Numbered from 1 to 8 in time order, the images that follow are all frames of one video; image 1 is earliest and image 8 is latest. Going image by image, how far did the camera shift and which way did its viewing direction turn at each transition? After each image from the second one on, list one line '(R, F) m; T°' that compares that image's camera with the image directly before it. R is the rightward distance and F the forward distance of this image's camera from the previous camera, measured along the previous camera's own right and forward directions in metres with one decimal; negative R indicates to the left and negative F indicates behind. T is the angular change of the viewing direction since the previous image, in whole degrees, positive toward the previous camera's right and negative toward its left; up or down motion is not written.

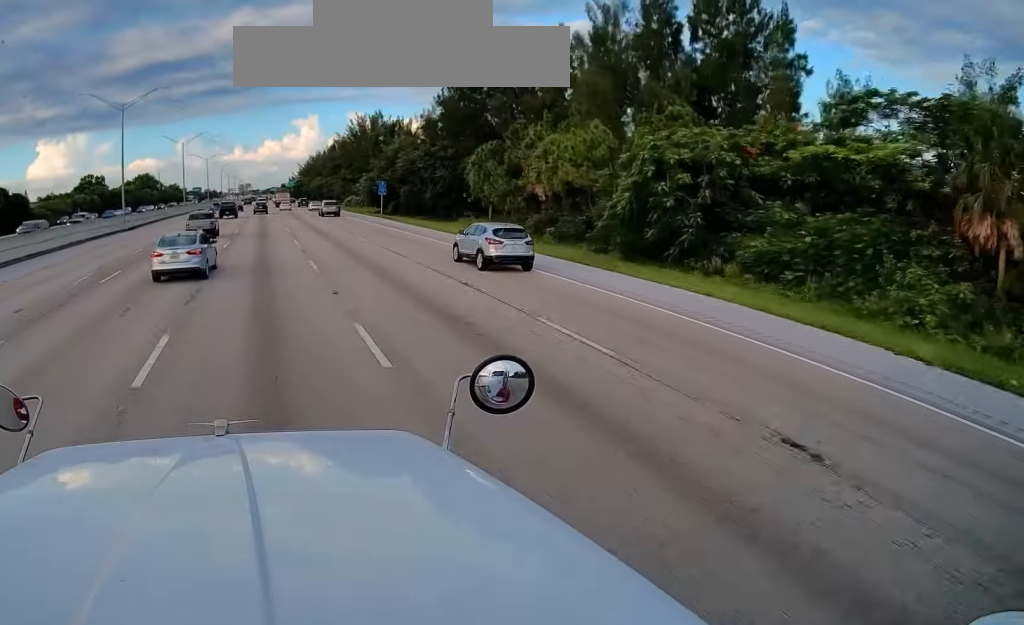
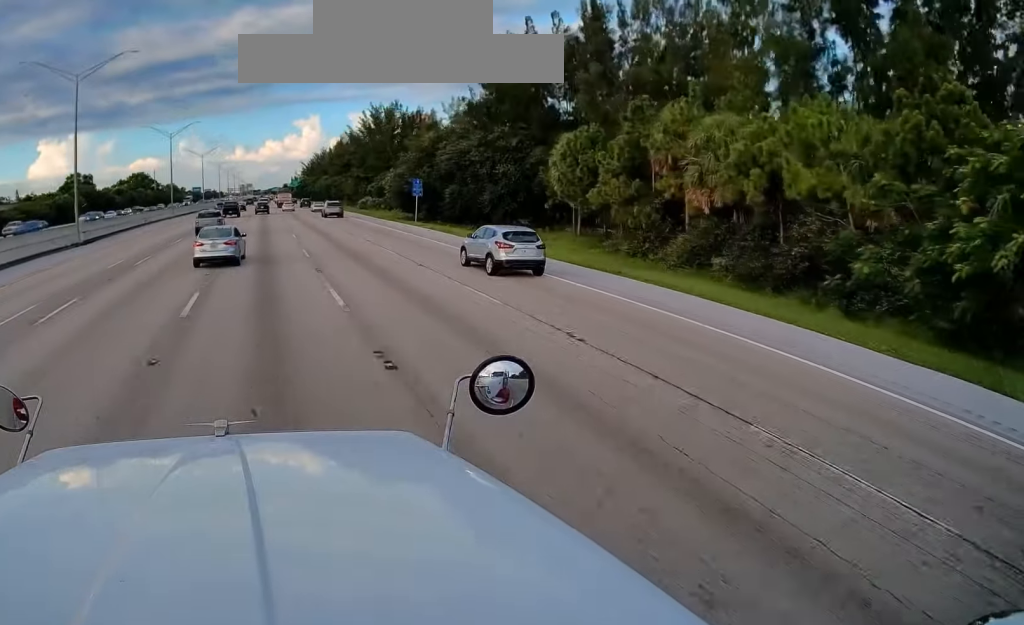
(-0.1, +18.9) m; 0°
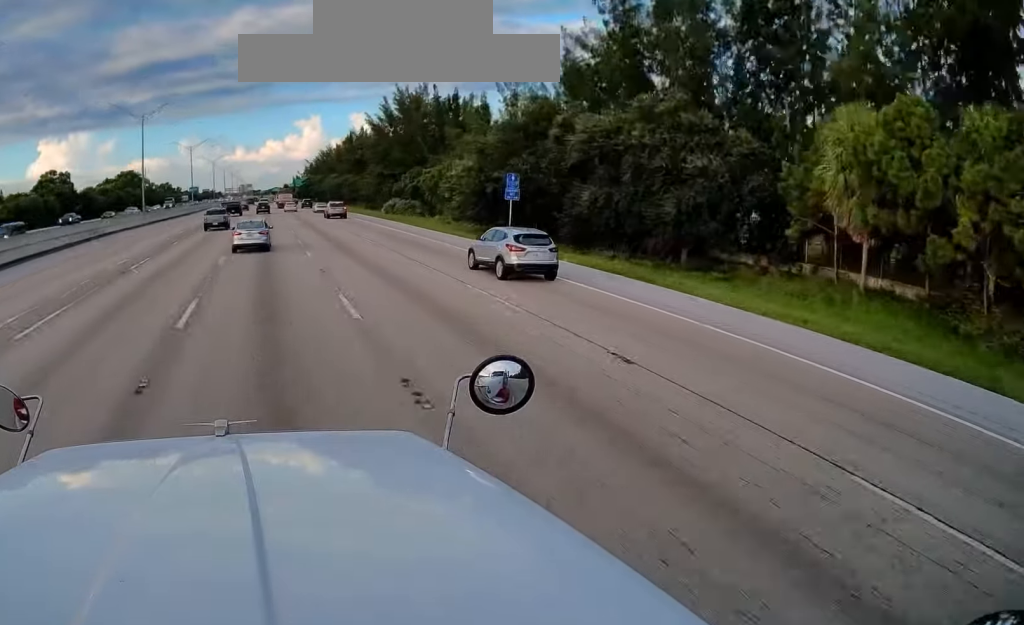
(+0.3, +26.1) m; +1°
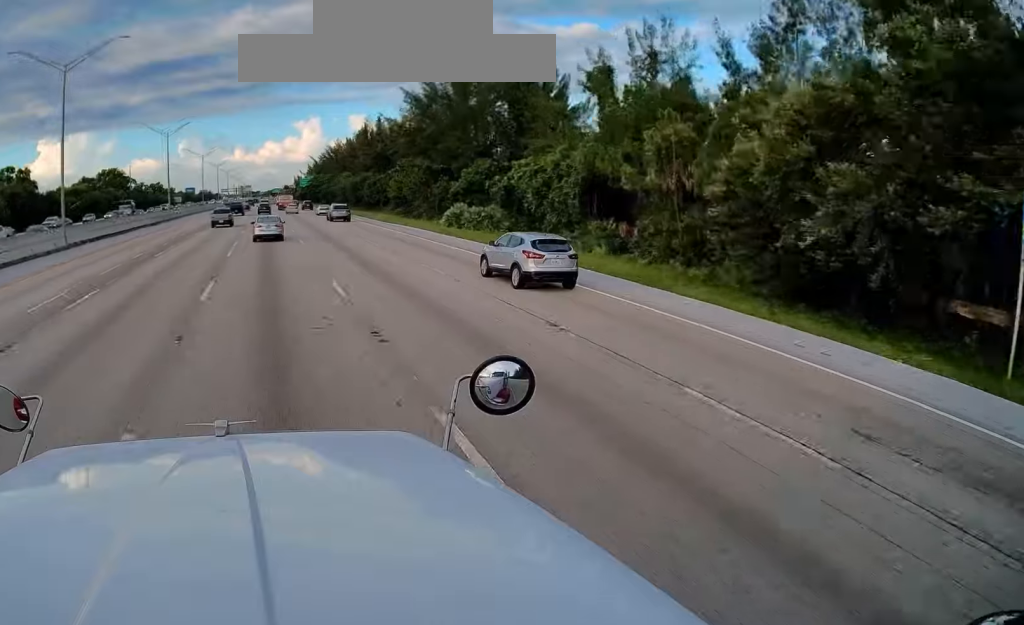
(-0.2, +33.4) m; -1°
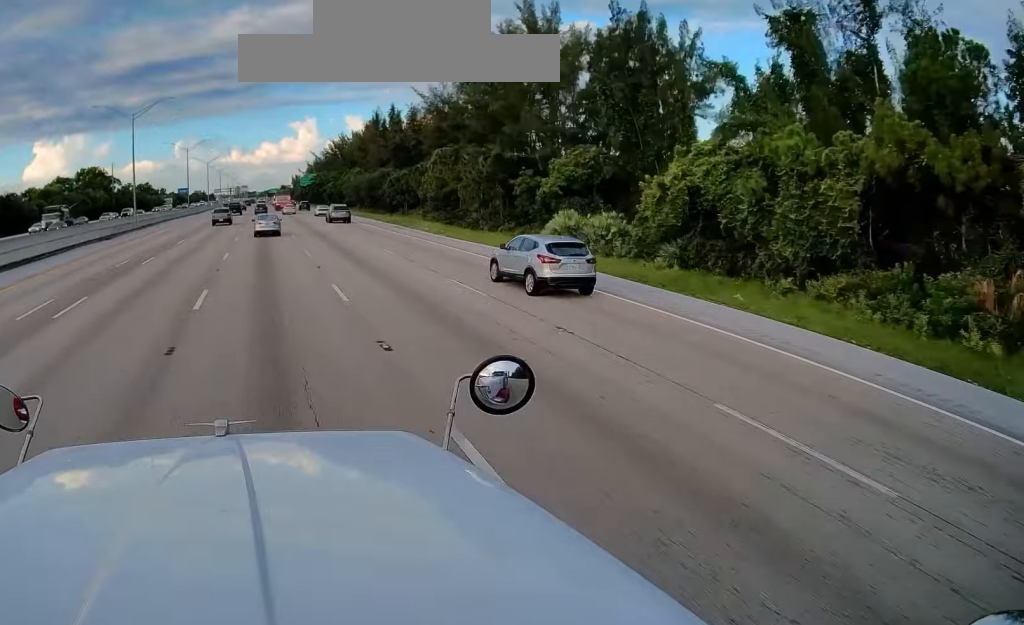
(-0.1, +25.3) m; 0°
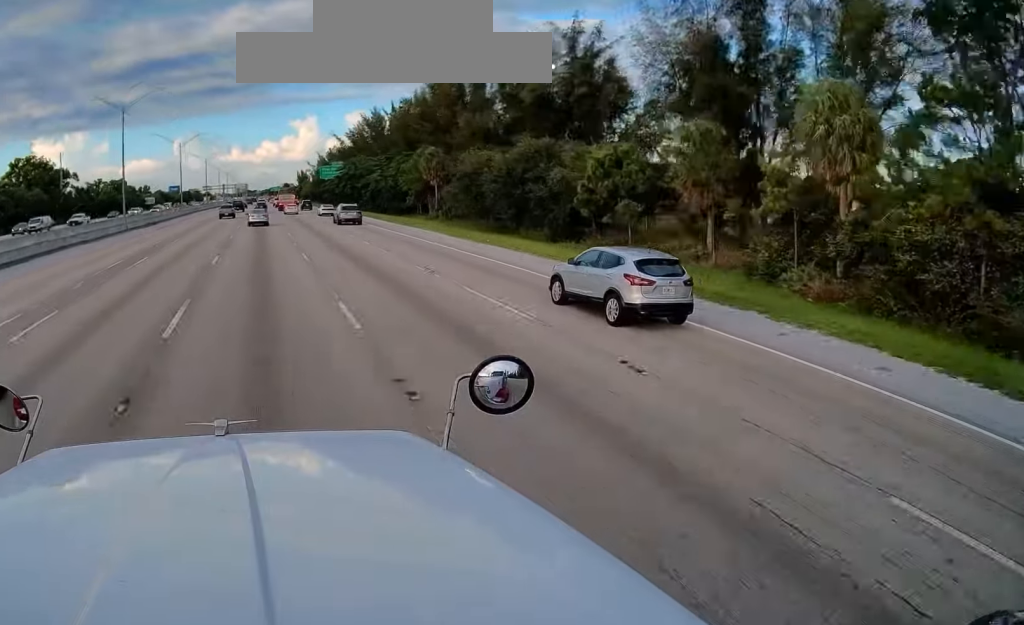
(+0.6, +63.5) m; +1°
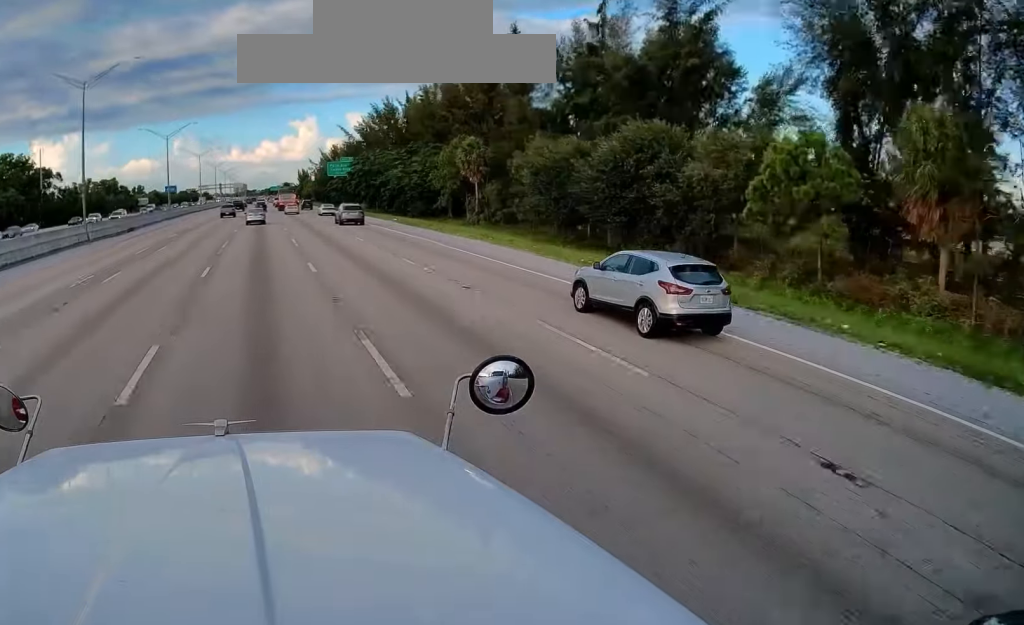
(+0.1, +17.3) m; 0°
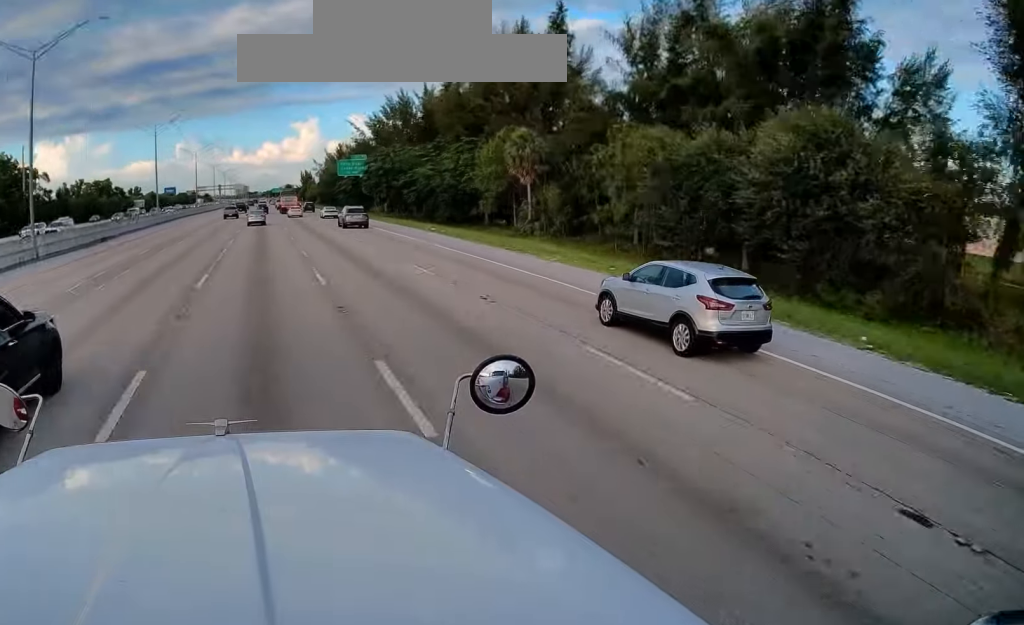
(-0.3, +13.6) m; 0°
